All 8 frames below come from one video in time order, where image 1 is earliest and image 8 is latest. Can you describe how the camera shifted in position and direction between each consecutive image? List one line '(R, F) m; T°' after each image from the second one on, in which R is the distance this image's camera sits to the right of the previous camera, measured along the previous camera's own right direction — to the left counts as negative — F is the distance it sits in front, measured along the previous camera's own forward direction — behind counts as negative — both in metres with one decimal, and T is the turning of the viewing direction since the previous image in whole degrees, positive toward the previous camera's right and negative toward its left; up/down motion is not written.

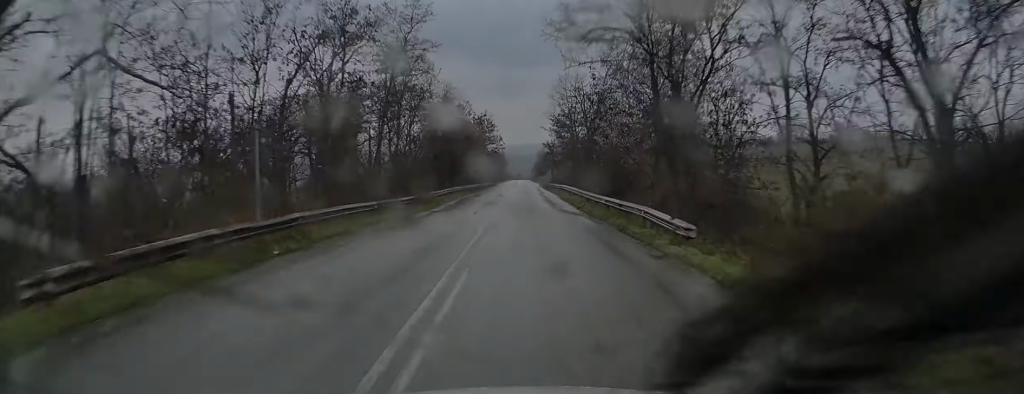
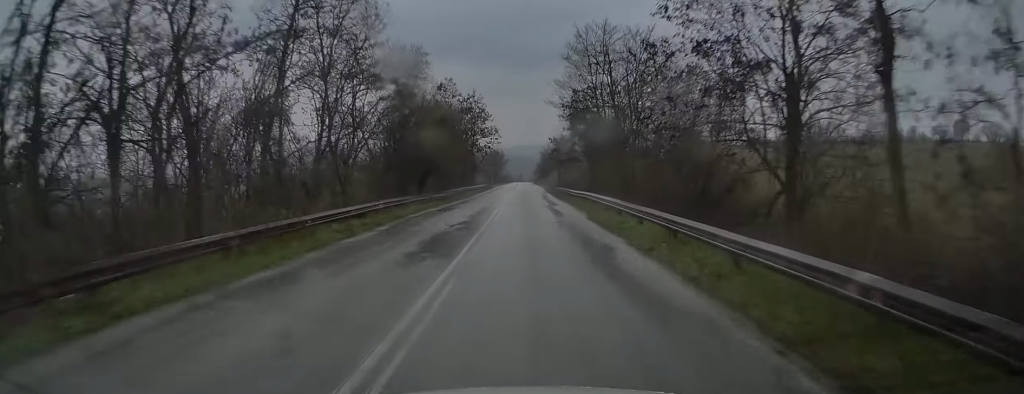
(0.0, +18.0) m; 0°
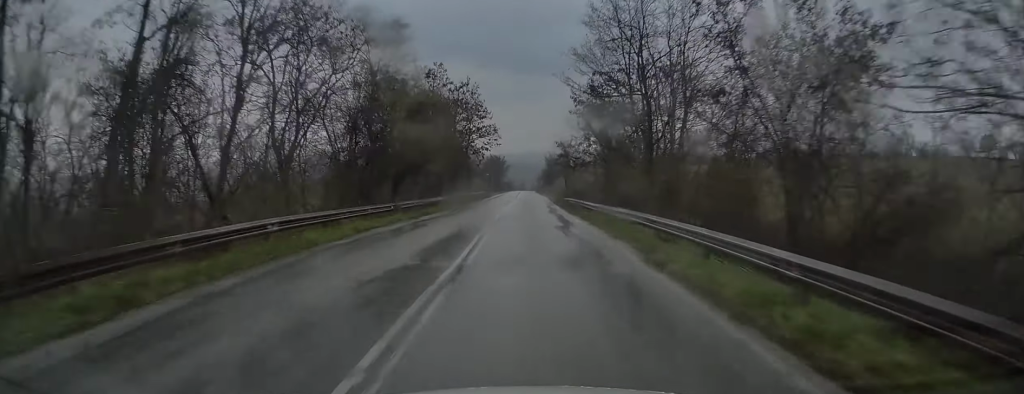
(+0.1, +9.7) m; 0°
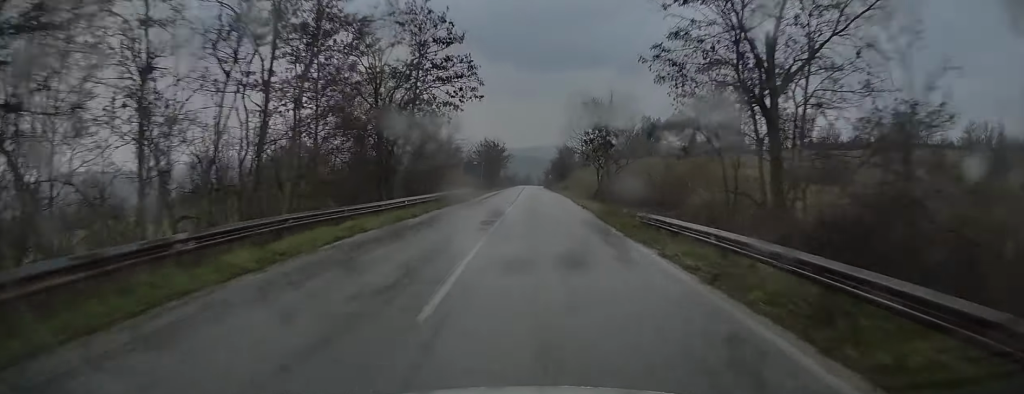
(-0.2, +30.3) m; -1°
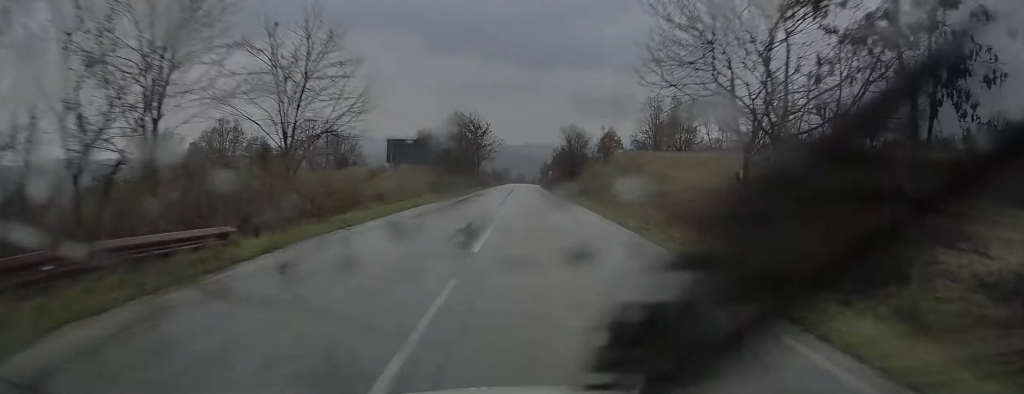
(-0.1, +33.6) m; 0°
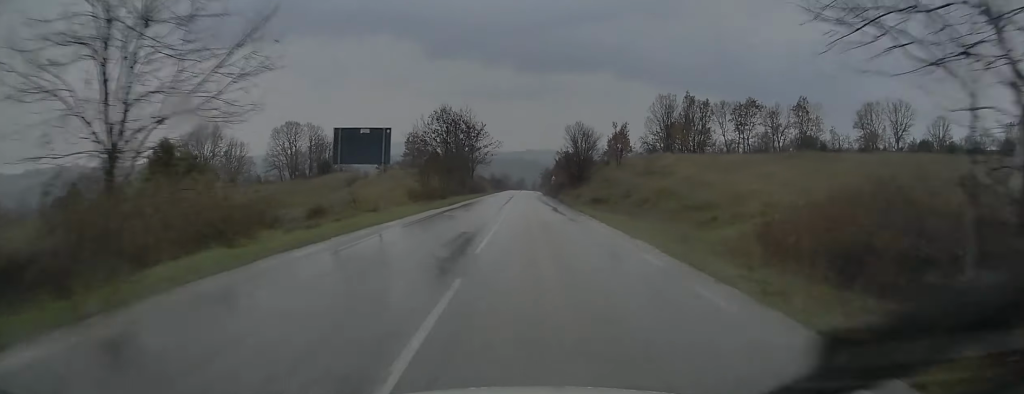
(0.0, +9.0) m; 0°
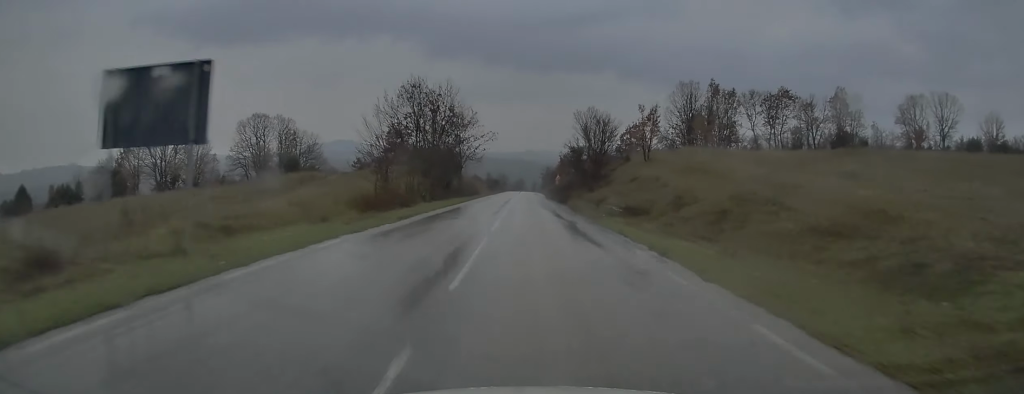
(0.0, +13.4) m; 0°
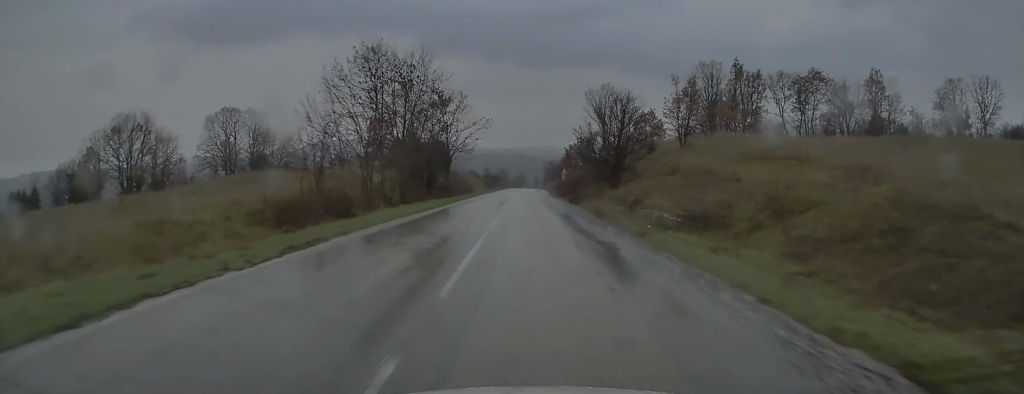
(0.0, +10.2) m; 0°
